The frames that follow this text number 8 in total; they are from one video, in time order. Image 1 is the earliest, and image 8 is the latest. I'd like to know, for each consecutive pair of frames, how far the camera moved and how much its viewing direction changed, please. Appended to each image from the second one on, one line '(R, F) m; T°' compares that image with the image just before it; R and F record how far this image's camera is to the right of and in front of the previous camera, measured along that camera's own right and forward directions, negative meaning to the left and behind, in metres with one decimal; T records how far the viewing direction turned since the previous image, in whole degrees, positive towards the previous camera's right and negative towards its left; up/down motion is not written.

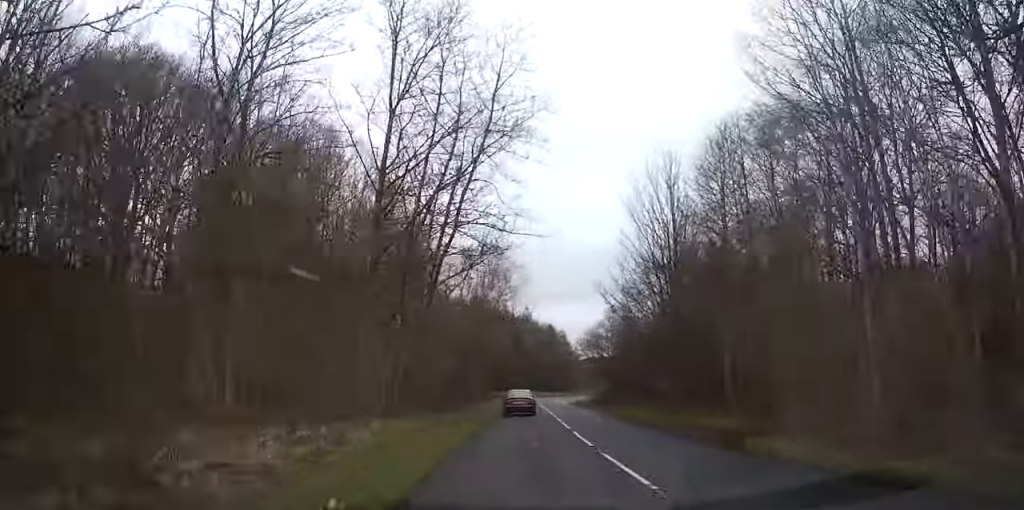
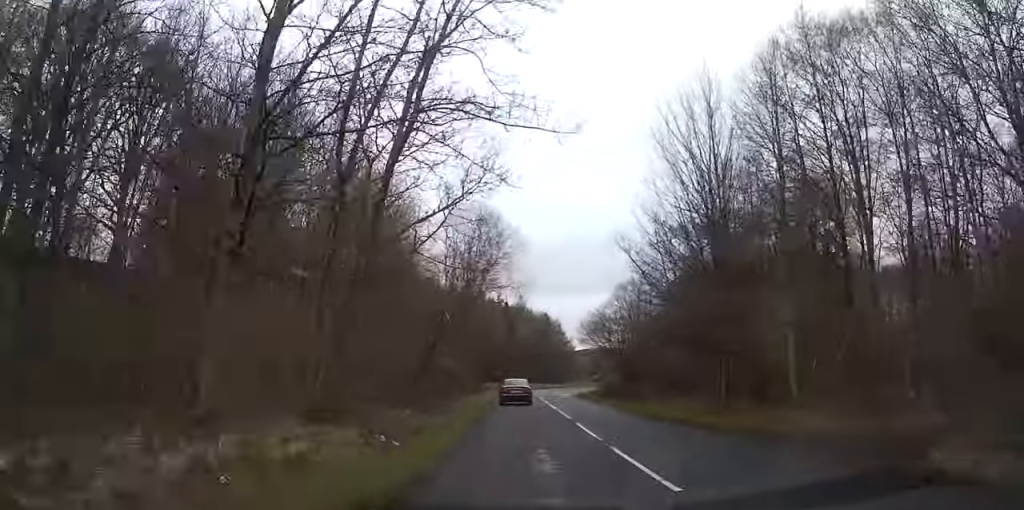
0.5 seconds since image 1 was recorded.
(0.0, +10.2) m; 0°
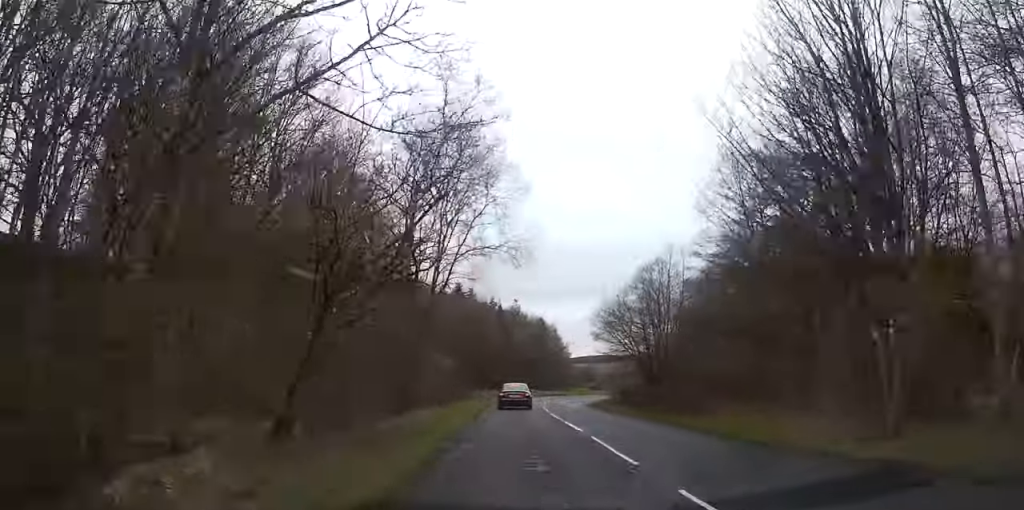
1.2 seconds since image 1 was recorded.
(0.0, +15.2) m; 0°
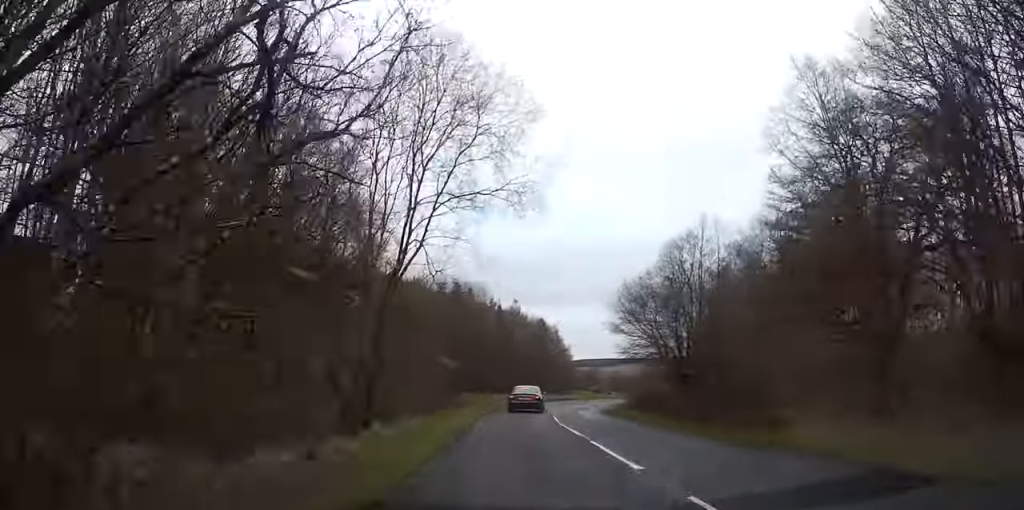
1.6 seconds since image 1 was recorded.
(-0.1, +9.3) m; +1°
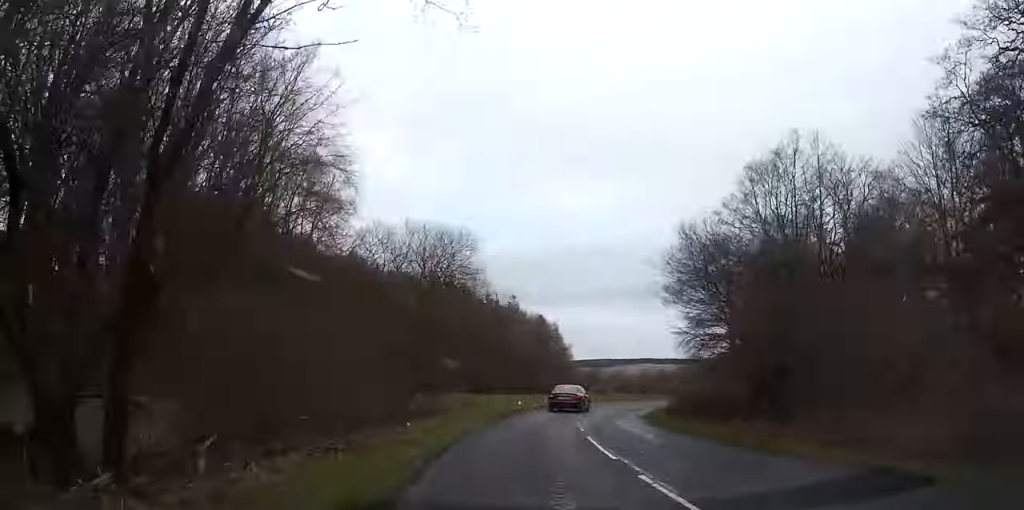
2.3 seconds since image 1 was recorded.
(+0.2, +15.7) m; +2°
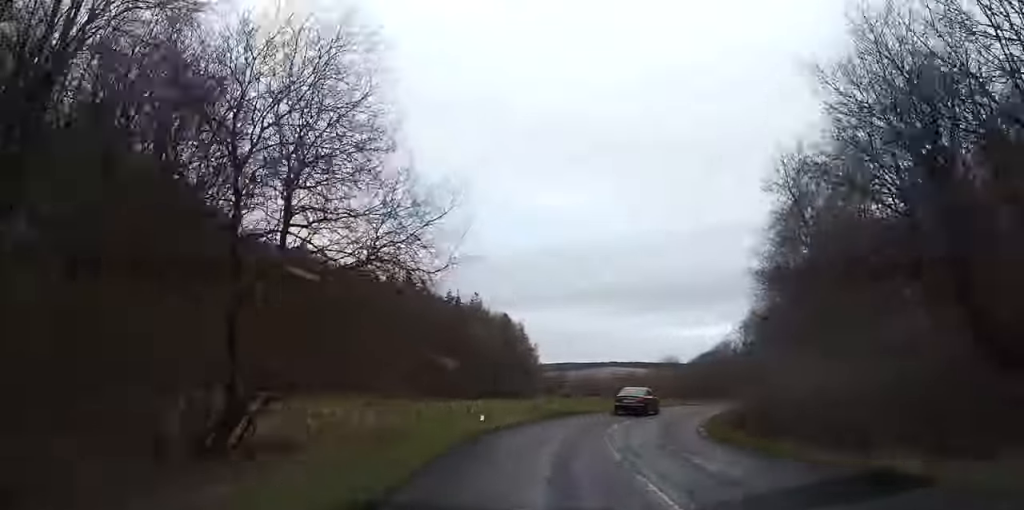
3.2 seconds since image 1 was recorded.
(+0.4, +18.3) m; +4°
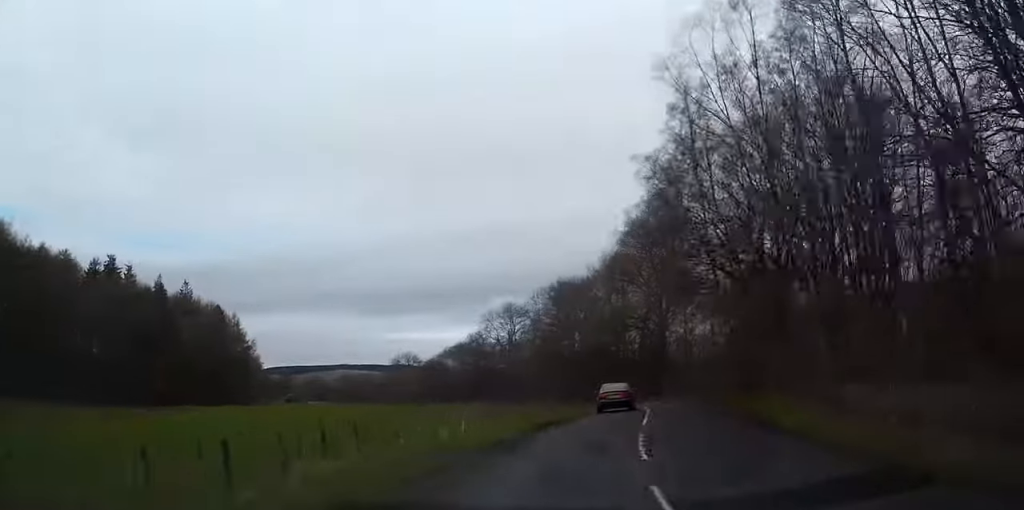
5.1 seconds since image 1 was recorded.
(+4.9, +37.6) m; +19°
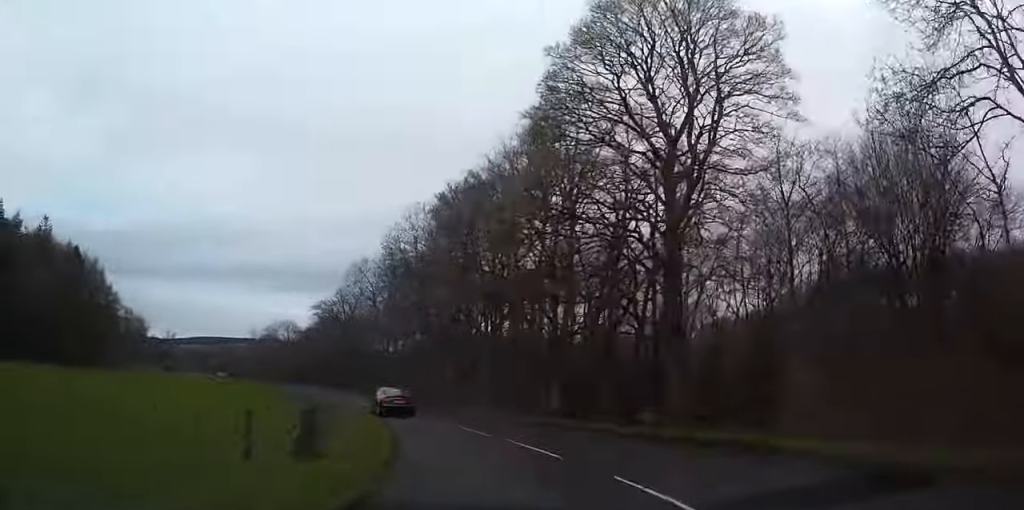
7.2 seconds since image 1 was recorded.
(+5.0, +41.9) m; +3°
